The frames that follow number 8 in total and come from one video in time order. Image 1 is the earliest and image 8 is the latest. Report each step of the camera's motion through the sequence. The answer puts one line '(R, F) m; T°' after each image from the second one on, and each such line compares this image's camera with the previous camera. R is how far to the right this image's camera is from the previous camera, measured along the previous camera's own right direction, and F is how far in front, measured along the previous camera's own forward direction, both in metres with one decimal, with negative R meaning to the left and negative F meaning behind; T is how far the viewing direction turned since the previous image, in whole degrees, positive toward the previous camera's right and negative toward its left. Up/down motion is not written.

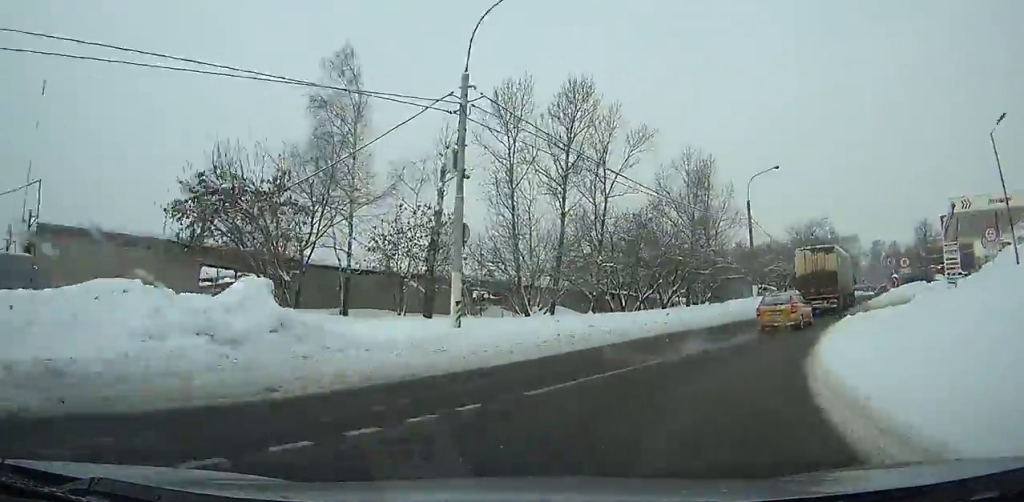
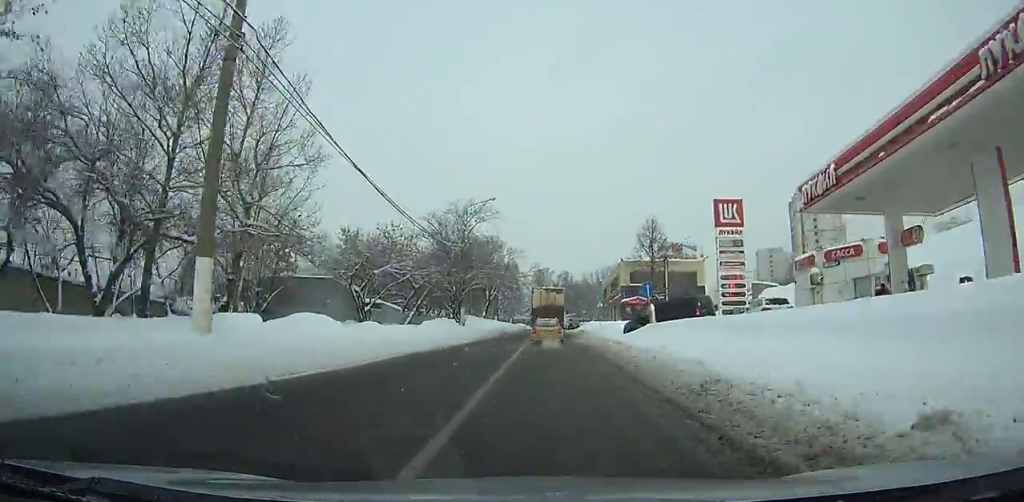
(+13.7, +38.1) m; +26°
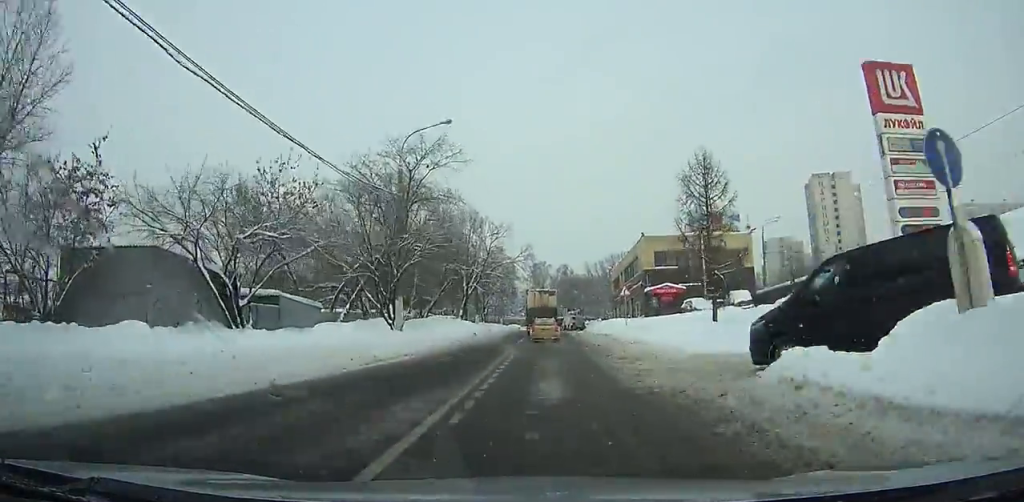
(+0.3, +21.2) m; +1°
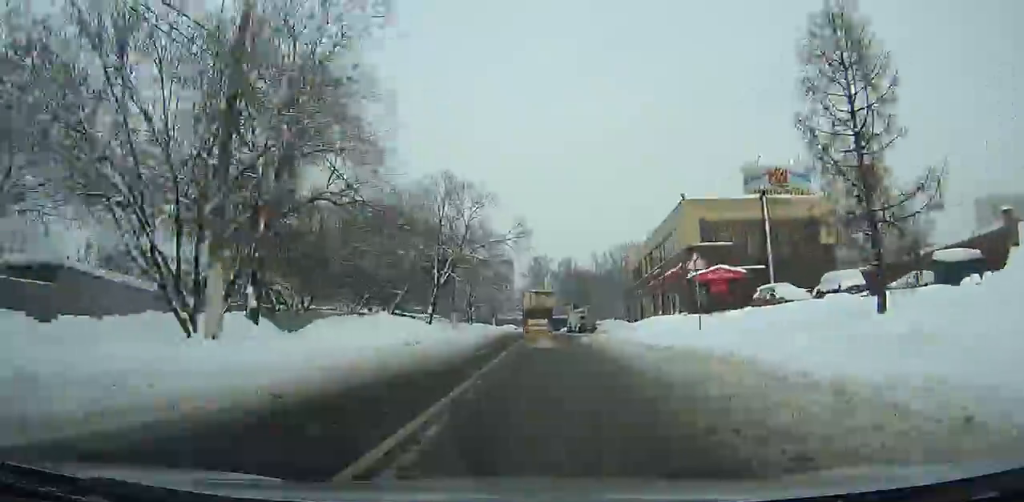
(-0.1, +17.6) m; 0°
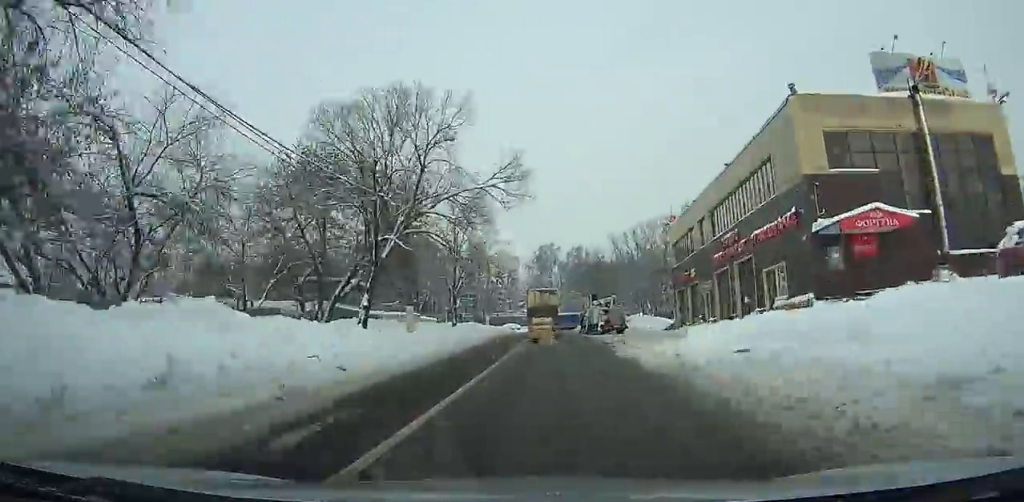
(0.0, +19.3) m; 0°
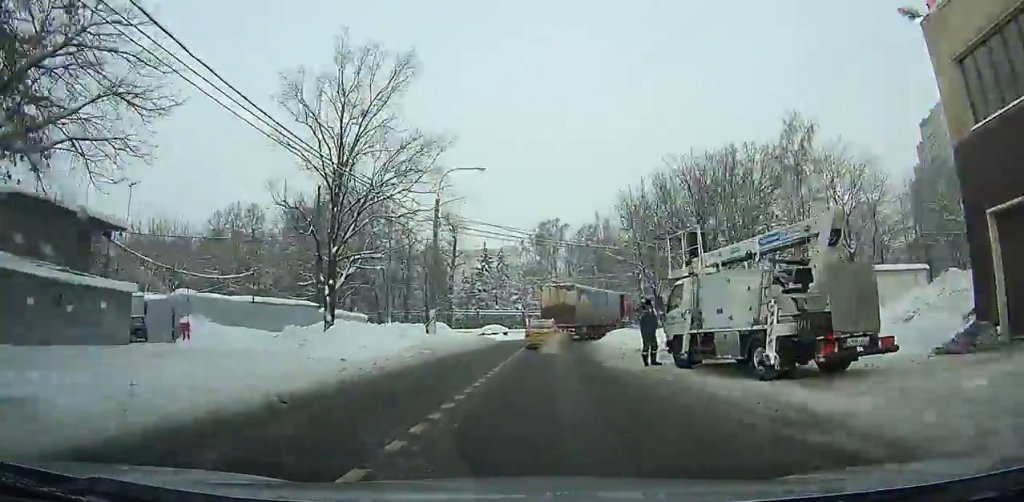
(+0.2, +34.5) m; +2°
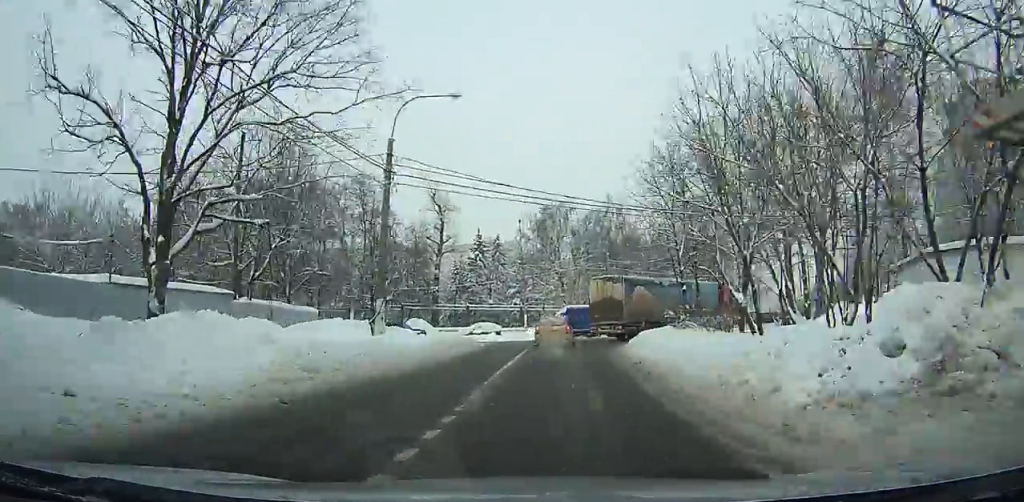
(+0.1, +12.6) m; +2°
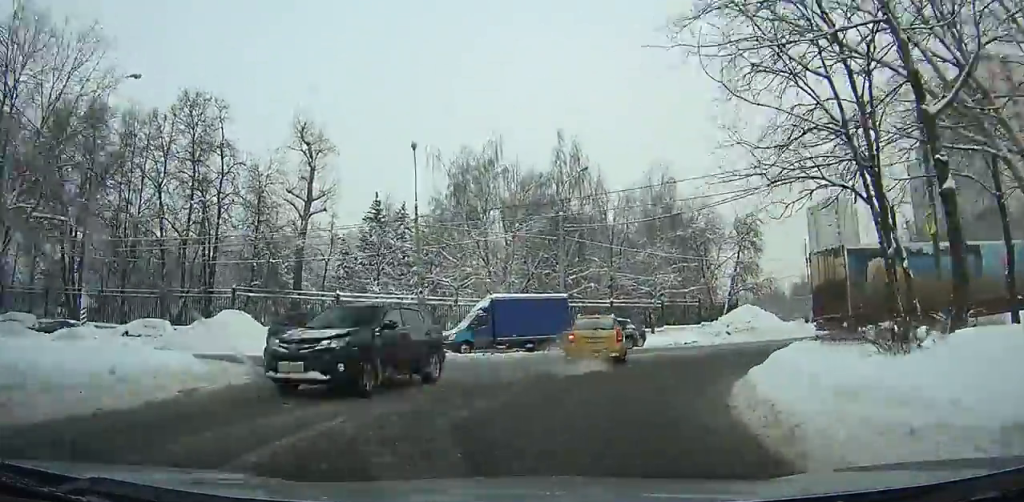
(+1.4, +24.4) m; +11°
